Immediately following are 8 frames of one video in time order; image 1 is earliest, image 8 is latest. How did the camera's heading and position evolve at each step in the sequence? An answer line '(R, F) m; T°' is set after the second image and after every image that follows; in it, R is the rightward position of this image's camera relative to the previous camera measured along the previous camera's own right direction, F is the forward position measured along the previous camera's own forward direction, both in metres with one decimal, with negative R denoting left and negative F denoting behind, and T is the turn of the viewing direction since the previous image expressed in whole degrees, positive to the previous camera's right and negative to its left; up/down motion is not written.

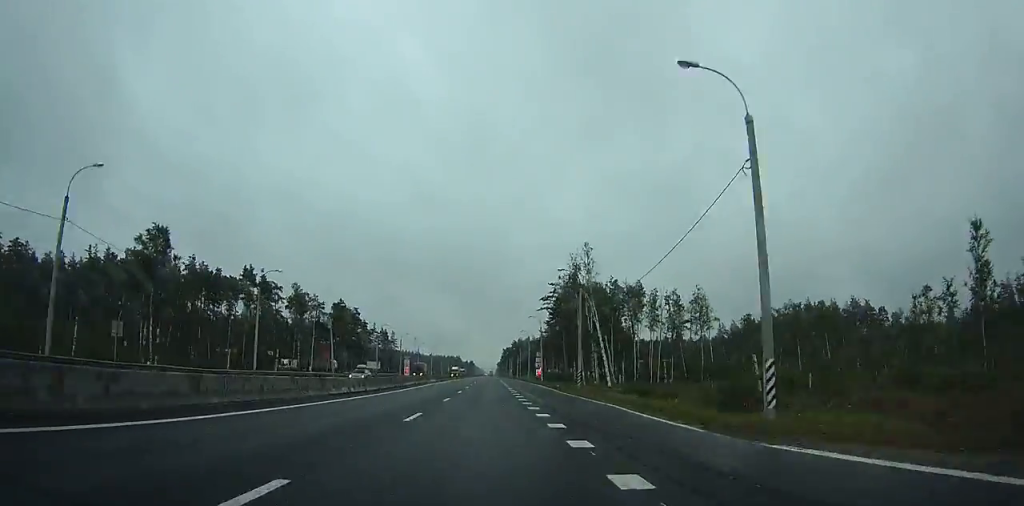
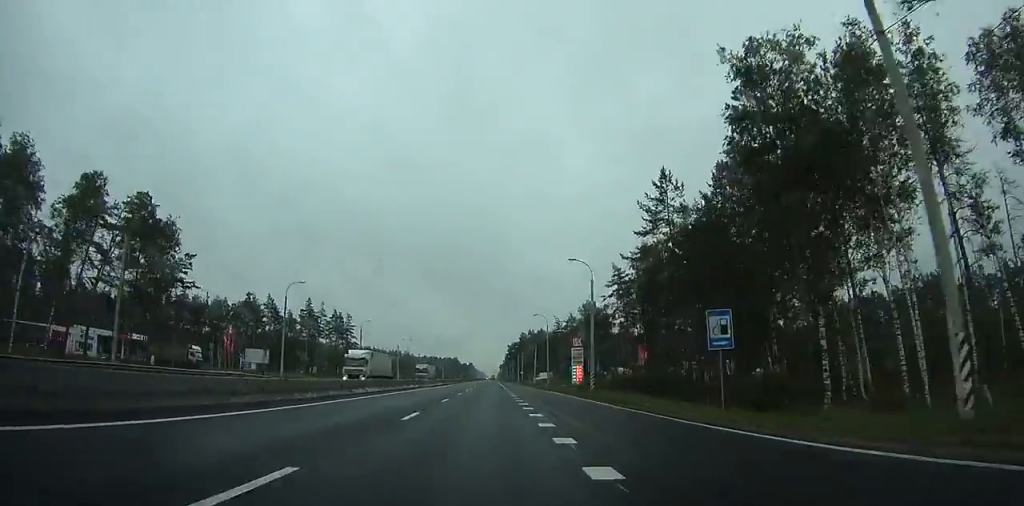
(-0.1, +83.5) m; 0°
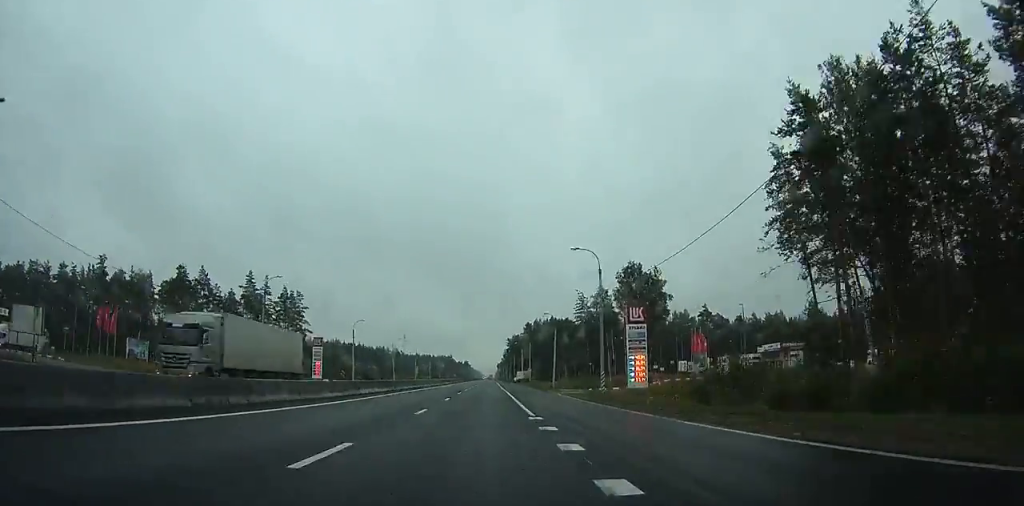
(+0.2, +45.9) m; 0°
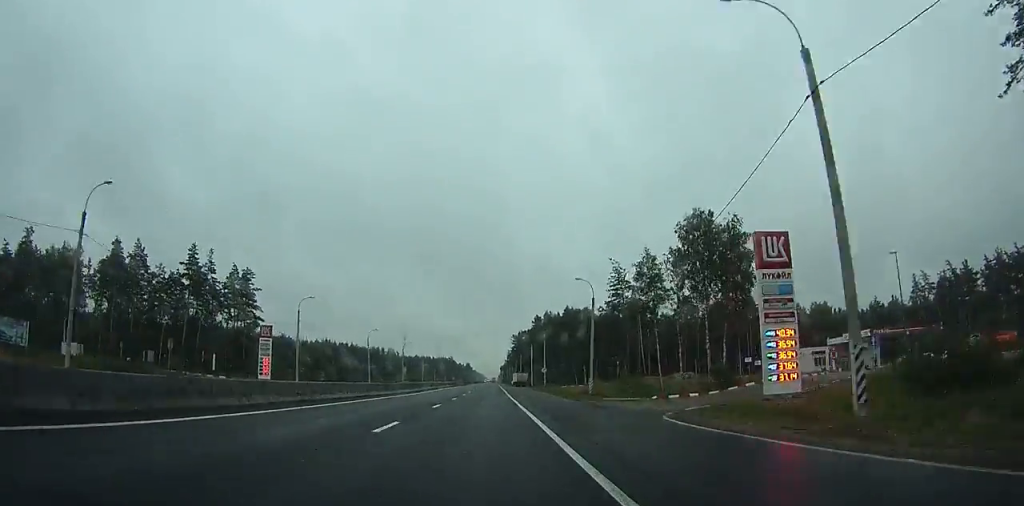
(-0.3, +31.1) m; 0°
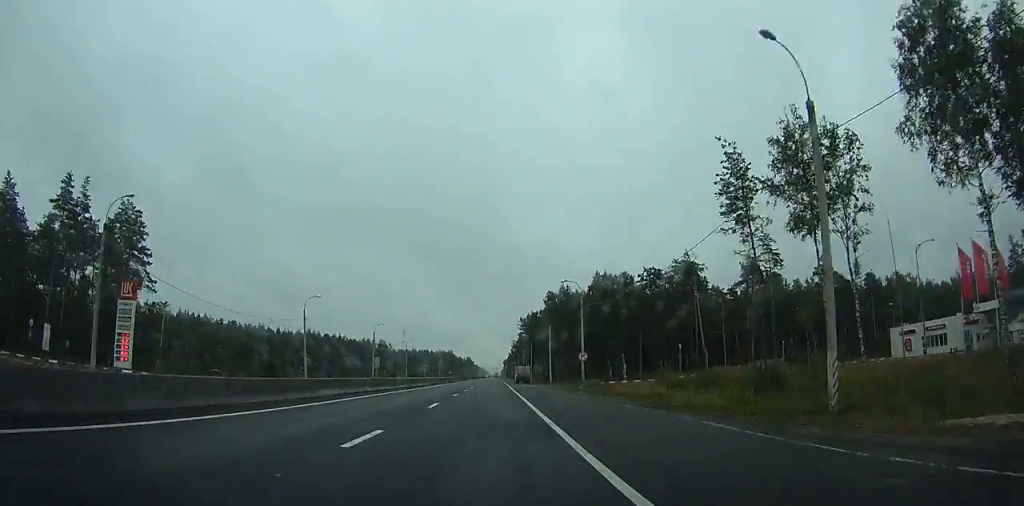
(+0.1, +39.8) m; 0°
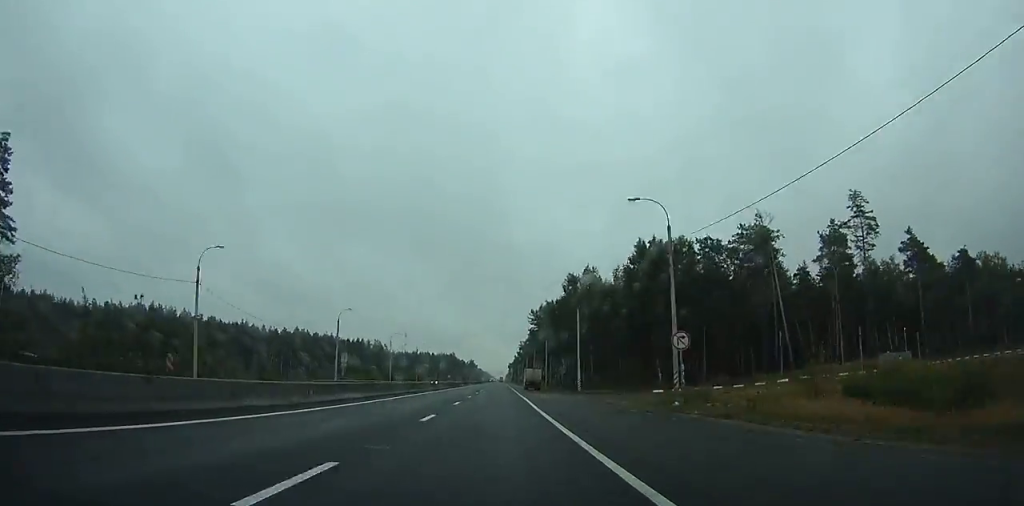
(0.0, +28.8) m; 0°
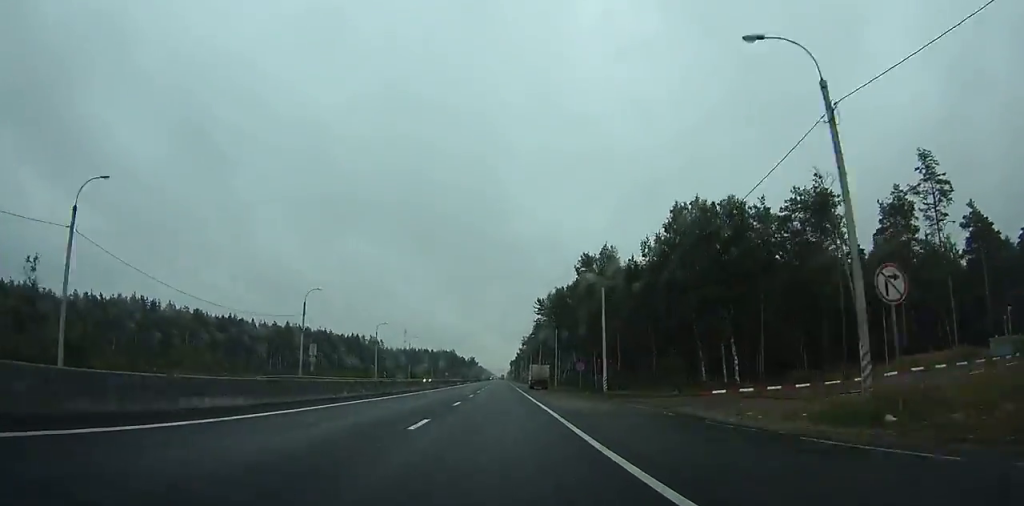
(0.0, +15.7) m; 0°
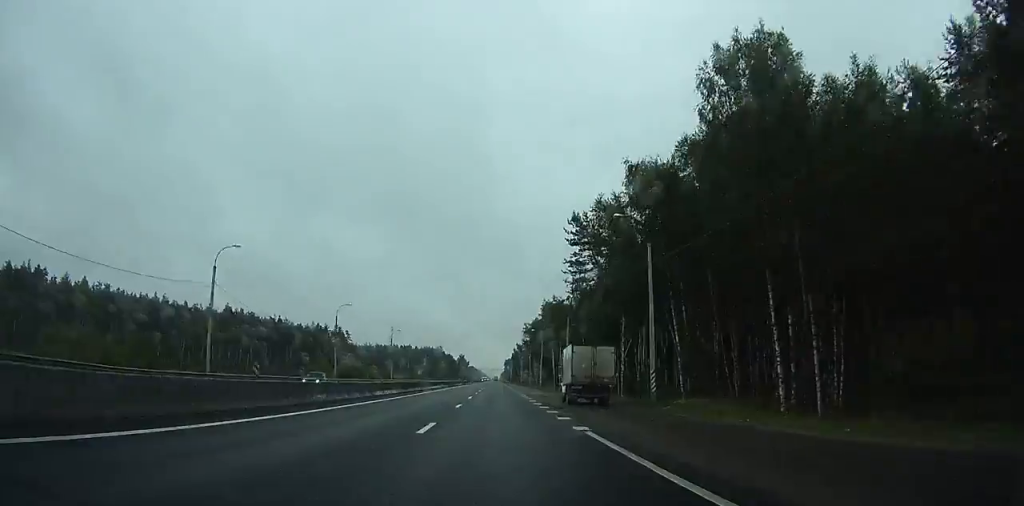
(+0.1, +59.9) m; 0°
